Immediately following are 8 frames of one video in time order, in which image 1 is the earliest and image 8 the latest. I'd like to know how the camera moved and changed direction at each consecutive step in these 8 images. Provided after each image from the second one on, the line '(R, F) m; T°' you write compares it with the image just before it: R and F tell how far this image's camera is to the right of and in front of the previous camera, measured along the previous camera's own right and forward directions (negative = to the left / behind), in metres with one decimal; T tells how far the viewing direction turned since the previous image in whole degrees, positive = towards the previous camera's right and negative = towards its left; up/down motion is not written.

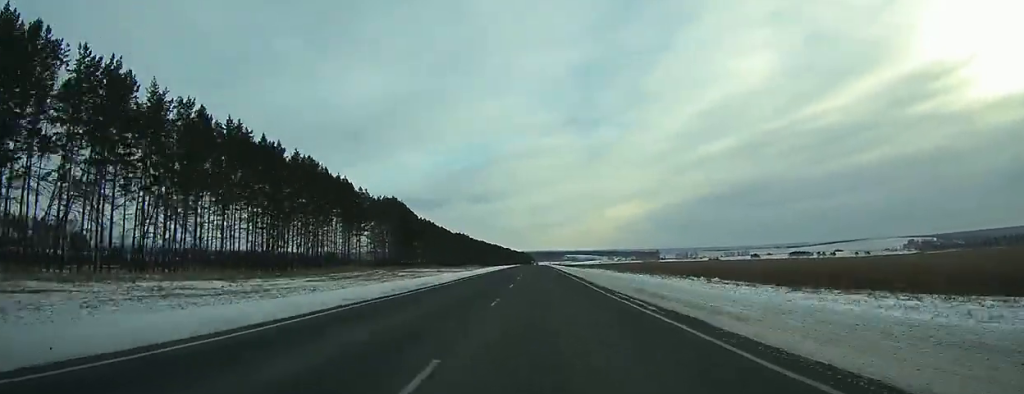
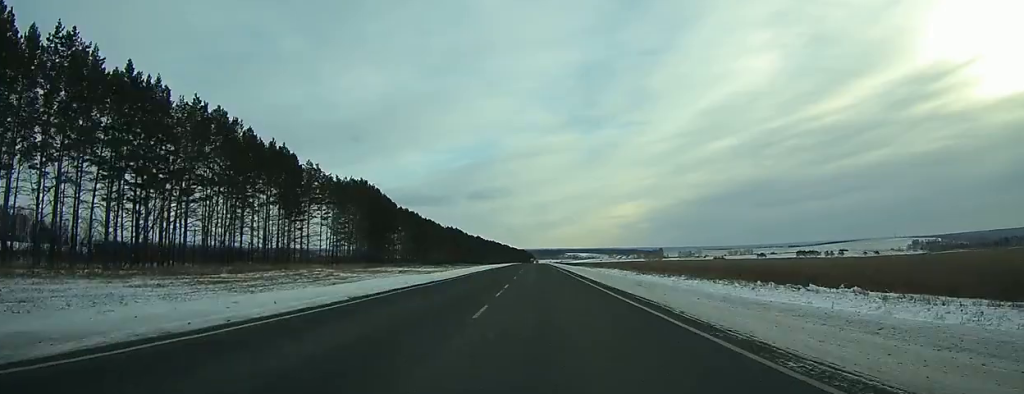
(0.0, +28.1) m; 0°
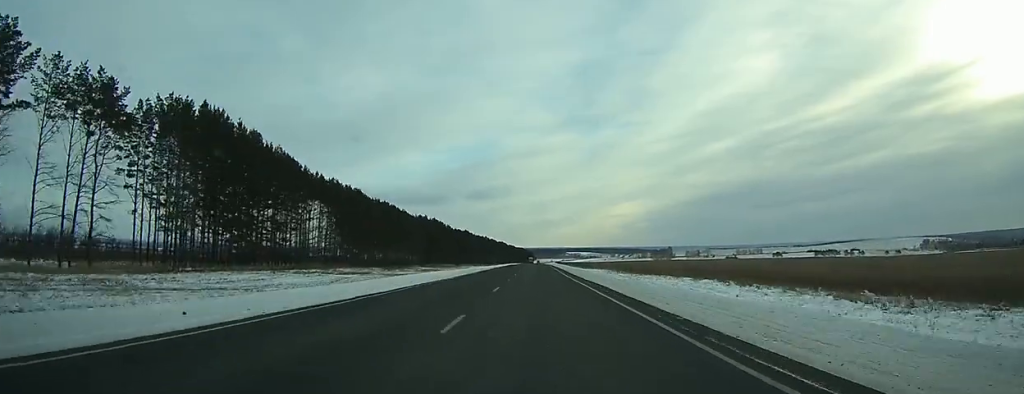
(+0.1, +61.8) m; 0°
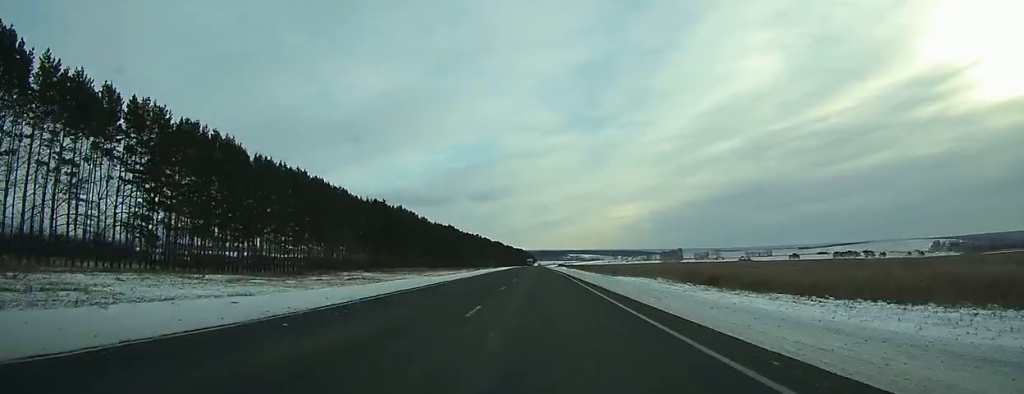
(+0.1, +56.1) m; 0°
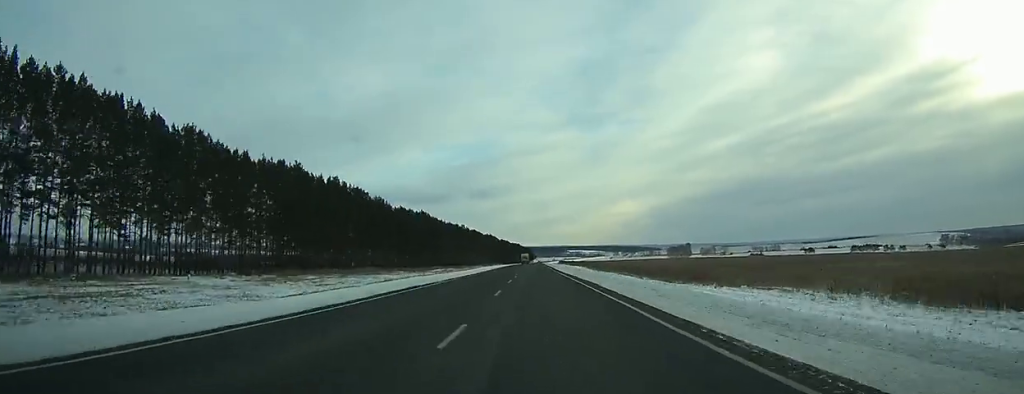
(0.0, +52.2) m; 0°
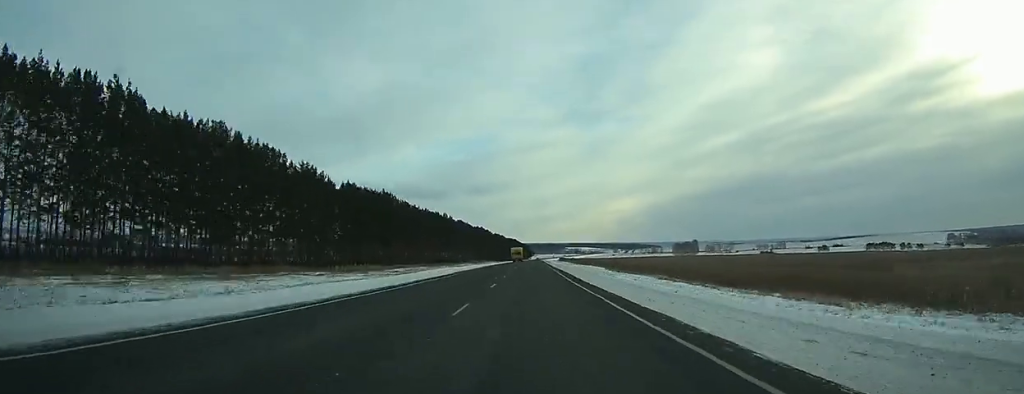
(-0.1, +42.9) m; 0°
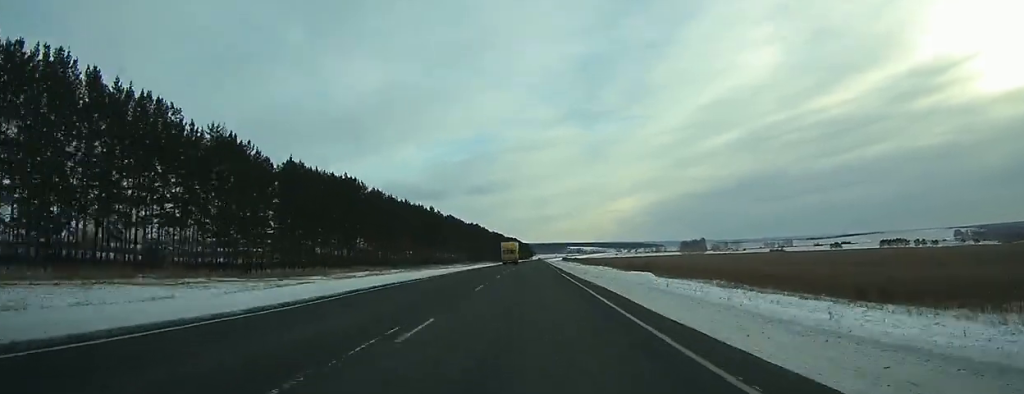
(-0.1, +28.0) m; 0°
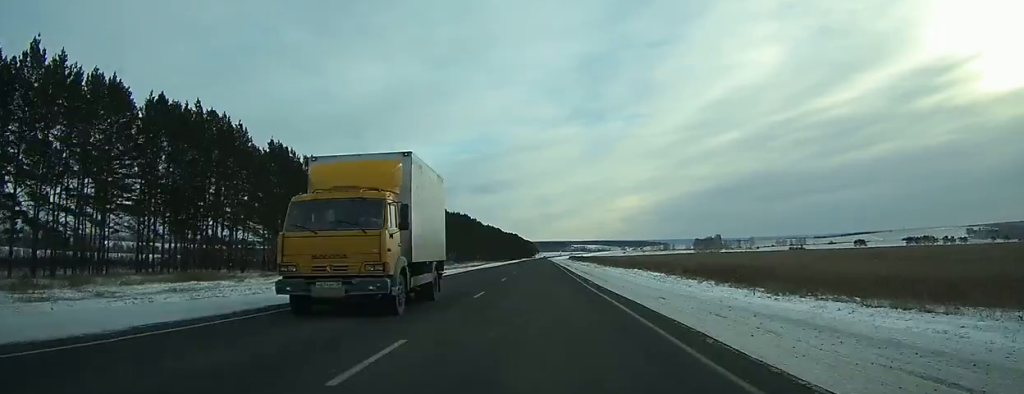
(-0.1, +50.3) m; 0°
